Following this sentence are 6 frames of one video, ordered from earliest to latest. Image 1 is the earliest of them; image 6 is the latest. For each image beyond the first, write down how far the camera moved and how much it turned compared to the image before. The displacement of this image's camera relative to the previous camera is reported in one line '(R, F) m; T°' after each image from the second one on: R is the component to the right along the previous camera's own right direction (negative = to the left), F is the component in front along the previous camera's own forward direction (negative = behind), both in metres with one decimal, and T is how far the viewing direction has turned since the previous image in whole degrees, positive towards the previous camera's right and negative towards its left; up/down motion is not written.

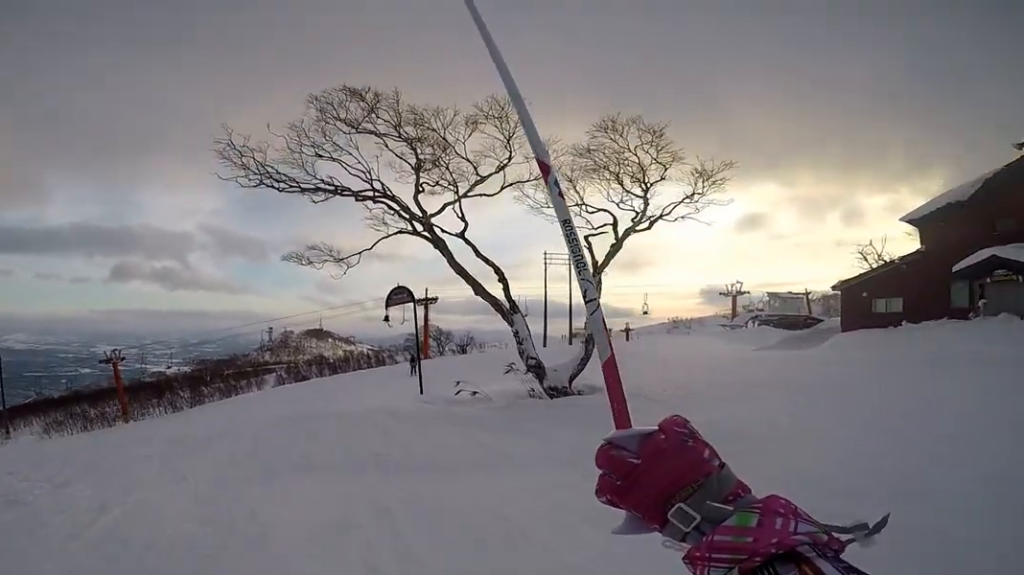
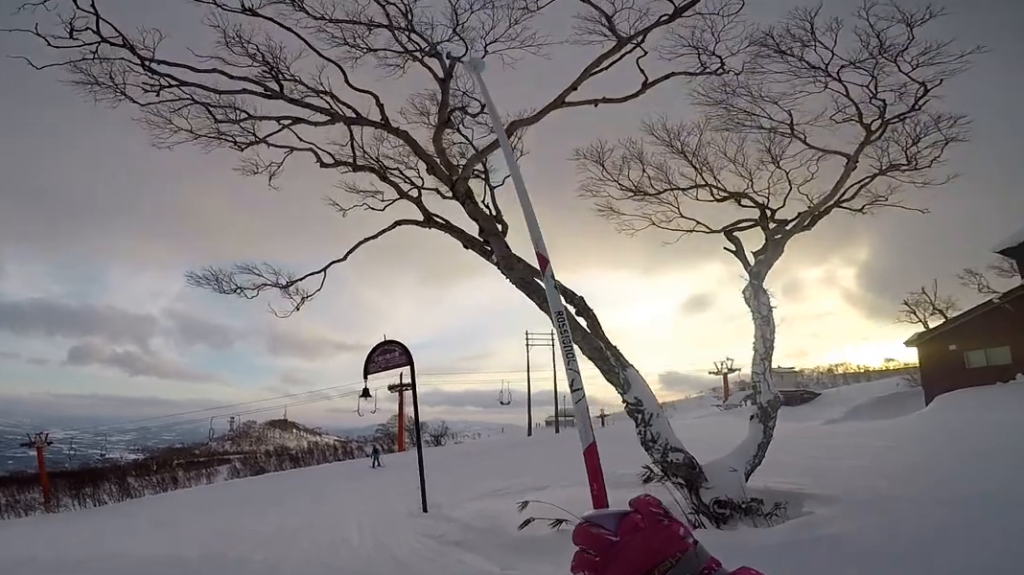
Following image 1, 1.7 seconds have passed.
(+0.5, +5.4) m; +9°
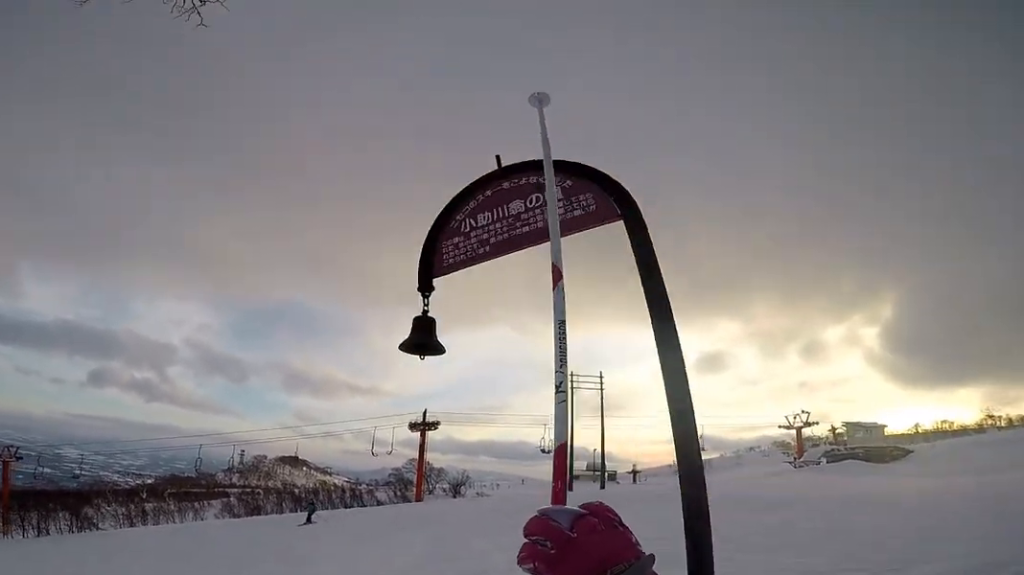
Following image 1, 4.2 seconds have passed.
(-1.8, +8.8) m; -6°
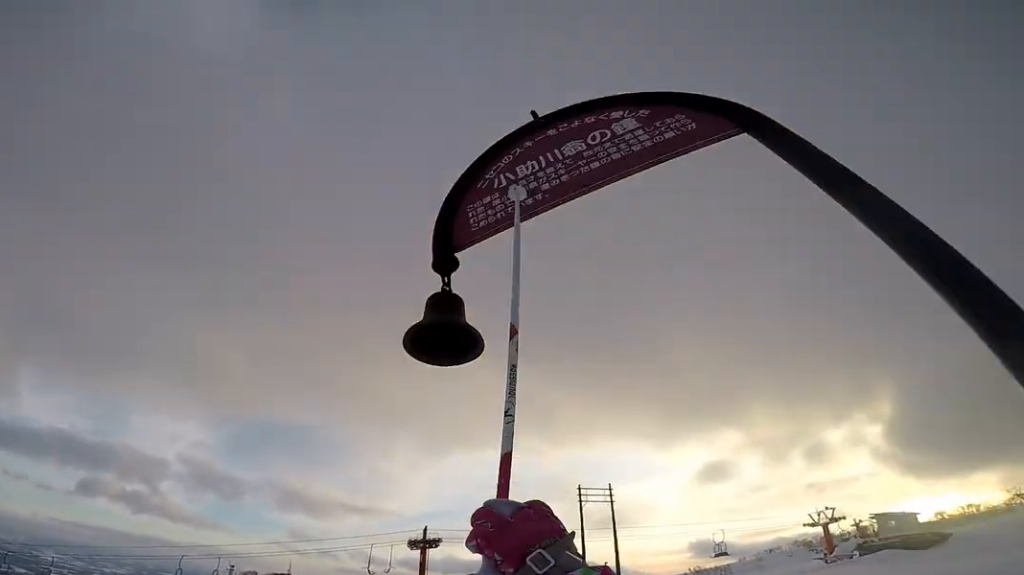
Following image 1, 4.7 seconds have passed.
(+0.3, +1.9) m; +7°
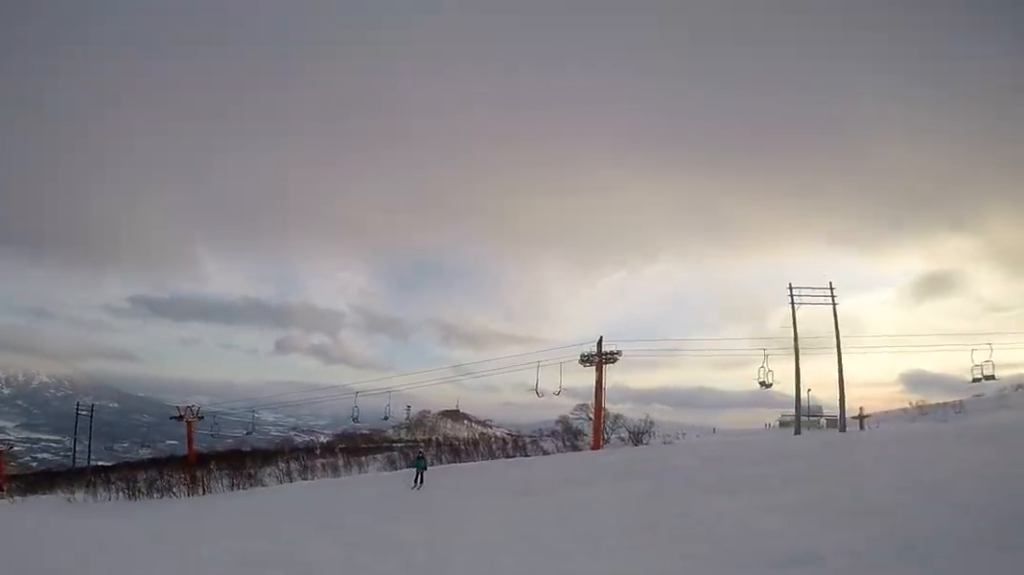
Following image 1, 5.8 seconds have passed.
(+0.2, +4.8) m; -12°
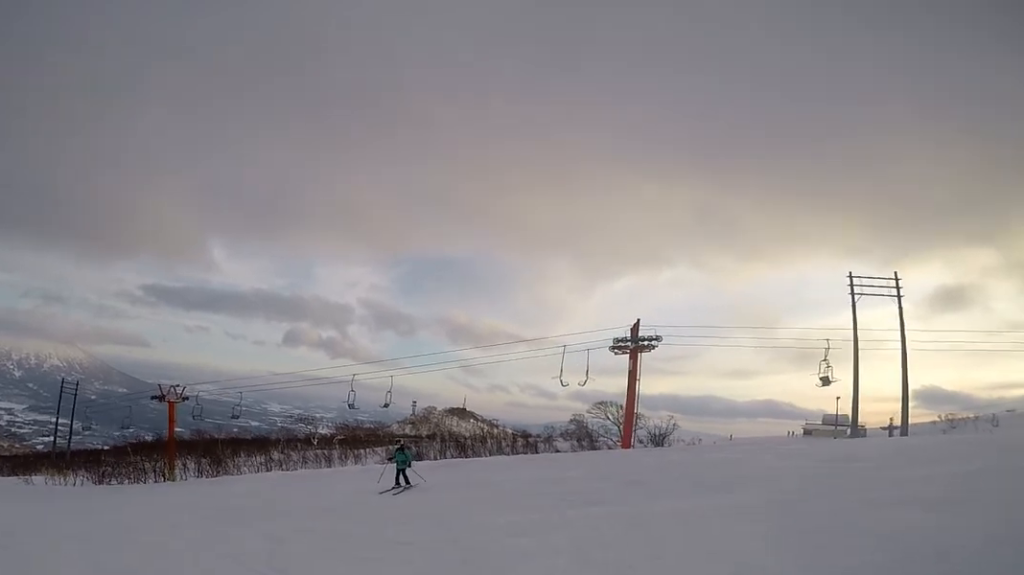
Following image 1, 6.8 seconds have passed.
(-1.1, +4.4) m; -1°
